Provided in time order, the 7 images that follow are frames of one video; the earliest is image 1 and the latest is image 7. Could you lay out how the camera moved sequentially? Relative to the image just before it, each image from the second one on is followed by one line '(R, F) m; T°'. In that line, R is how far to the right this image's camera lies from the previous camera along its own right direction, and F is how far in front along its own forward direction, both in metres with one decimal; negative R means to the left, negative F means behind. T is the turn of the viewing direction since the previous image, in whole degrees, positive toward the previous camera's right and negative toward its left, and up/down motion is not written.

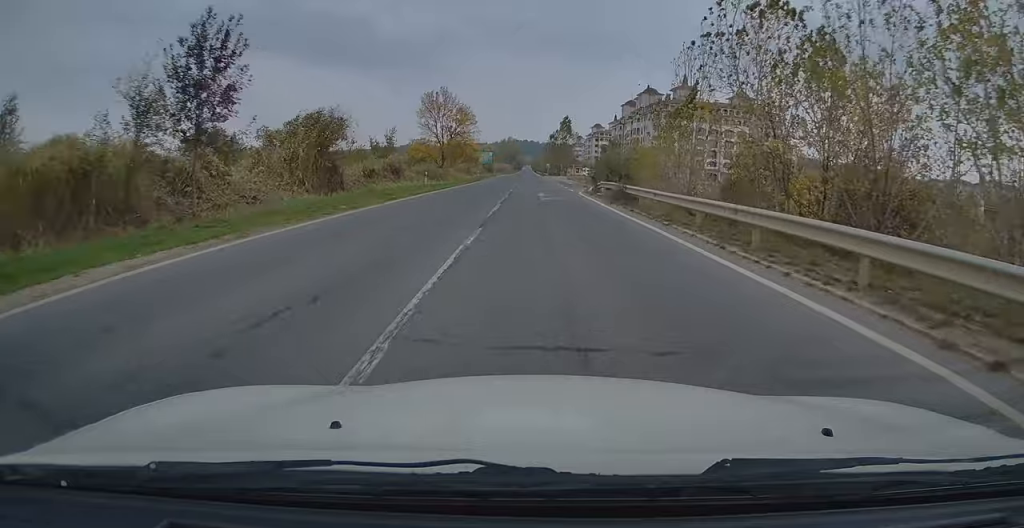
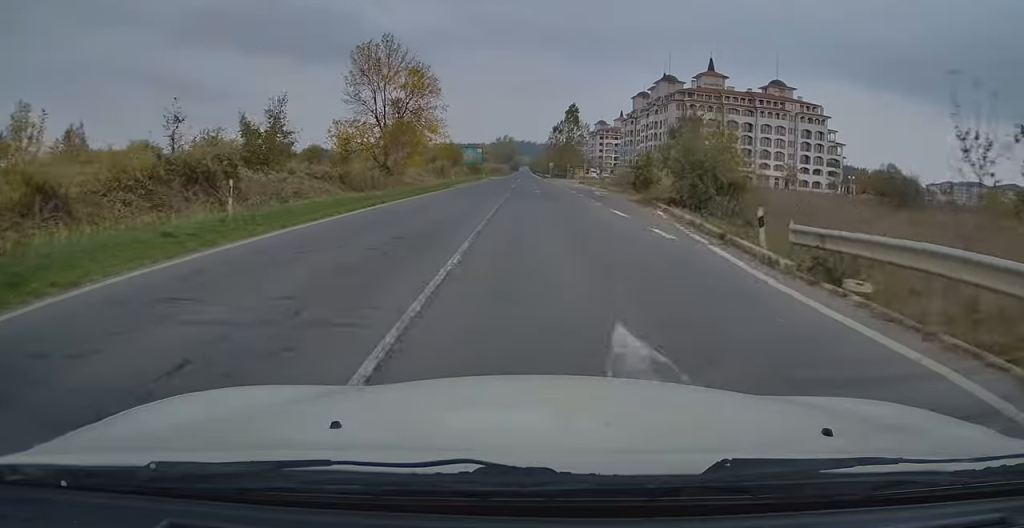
(+0.1, +29.6) m; 0°
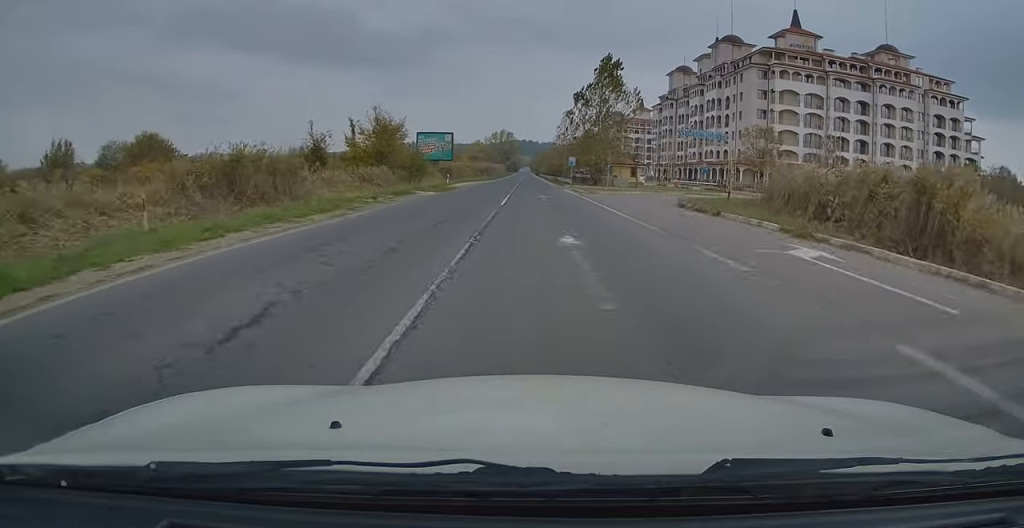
(-0.2, +53.0) m; -1°
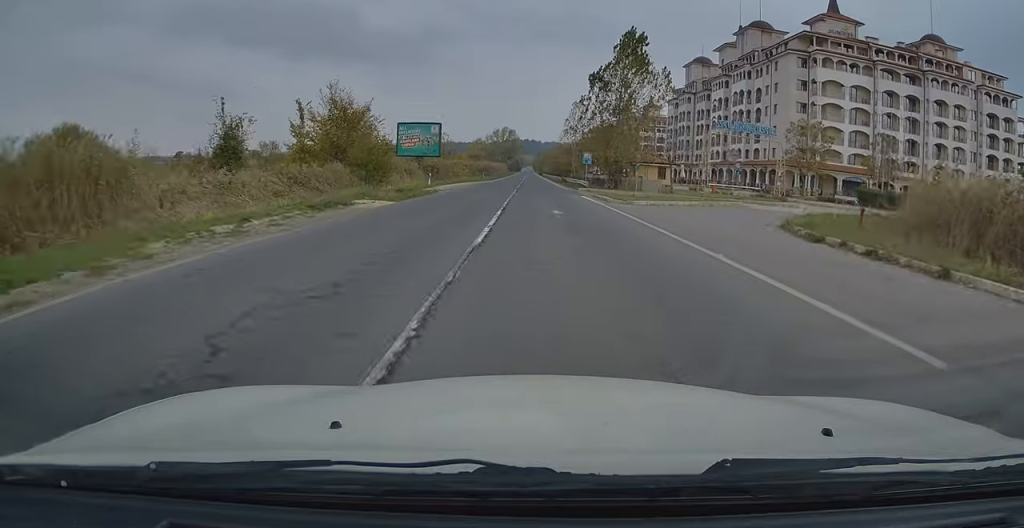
(0.0, +13.3) m; 0°
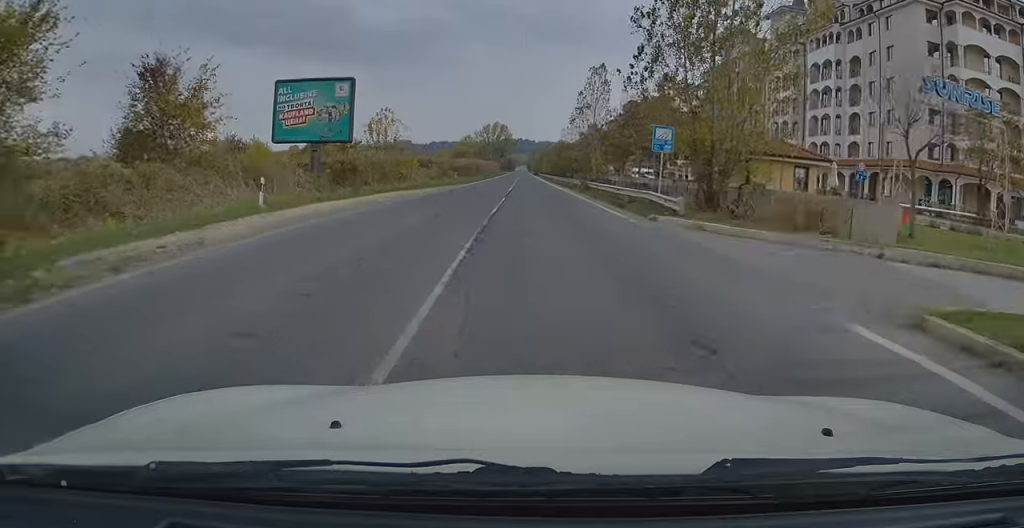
(+0.1, +30.7) m; 0°
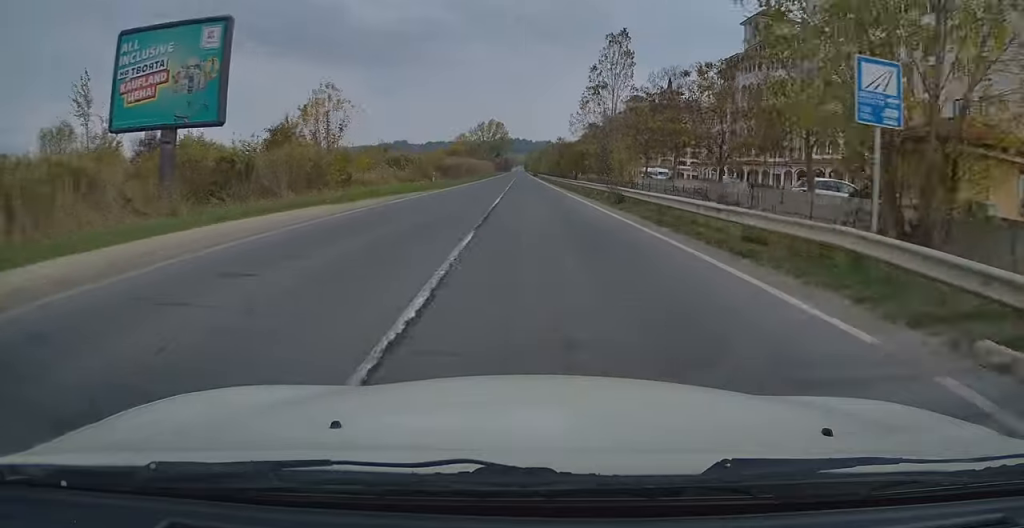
(0.0, +14.2) m; 0°
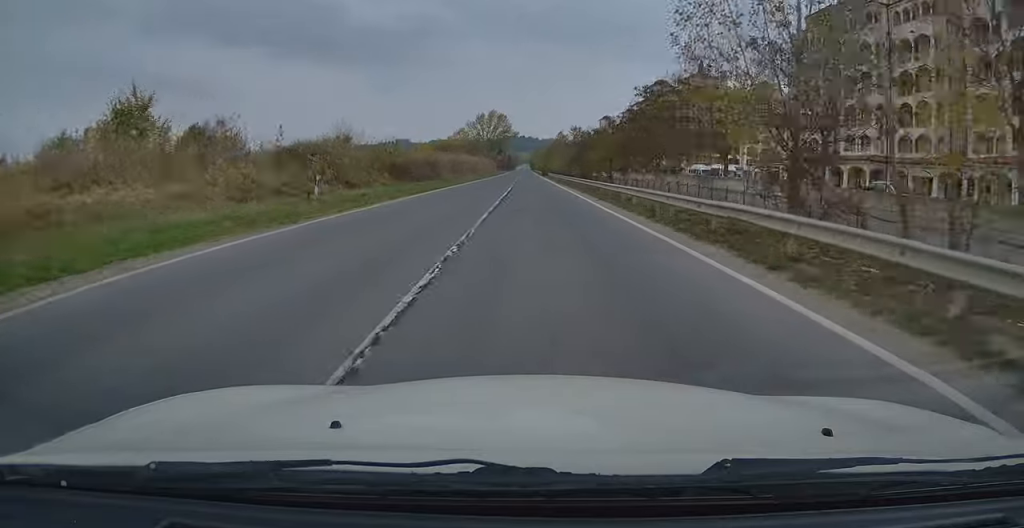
(0.0, +30.8) m; 0°
